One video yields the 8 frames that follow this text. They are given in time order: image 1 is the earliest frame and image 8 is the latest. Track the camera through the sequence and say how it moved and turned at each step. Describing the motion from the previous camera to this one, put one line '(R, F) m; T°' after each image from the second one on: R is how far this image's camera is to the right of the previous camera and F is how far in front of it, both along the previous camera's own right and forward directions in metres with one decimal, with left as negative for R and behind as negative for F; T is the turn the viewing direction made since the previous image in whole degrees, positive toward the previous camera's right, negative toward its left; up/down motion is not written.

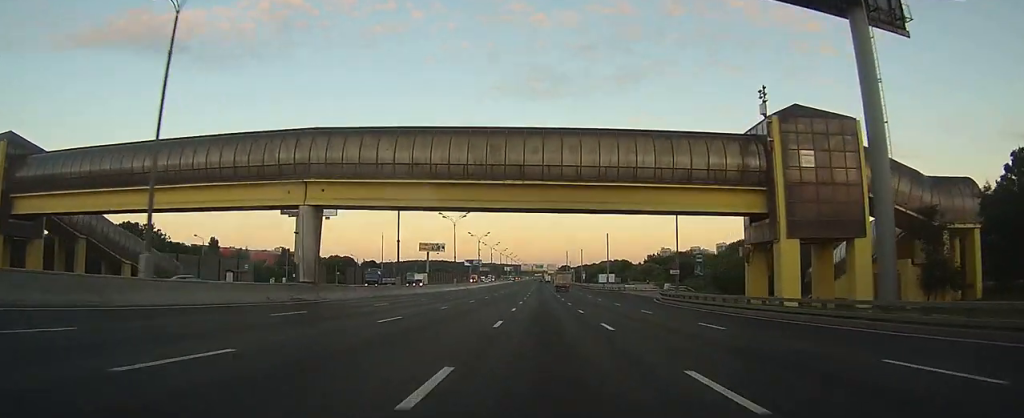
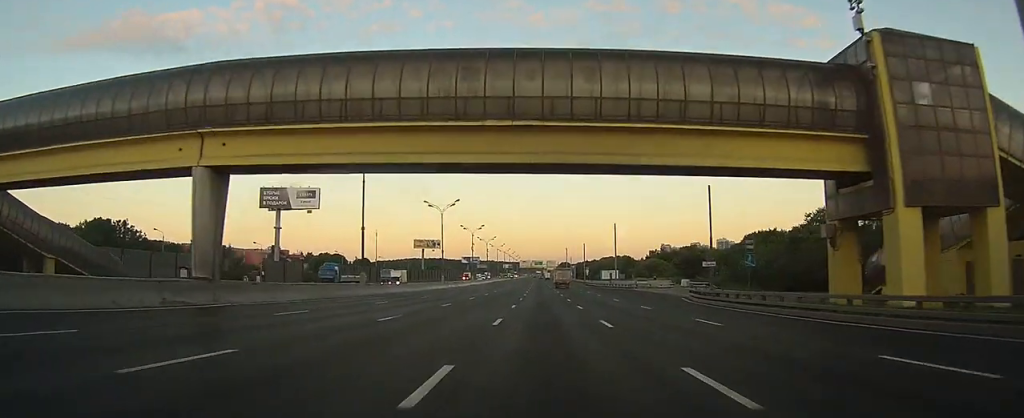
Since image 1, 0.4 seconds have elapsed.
(0.0, +12.0) m; 0°
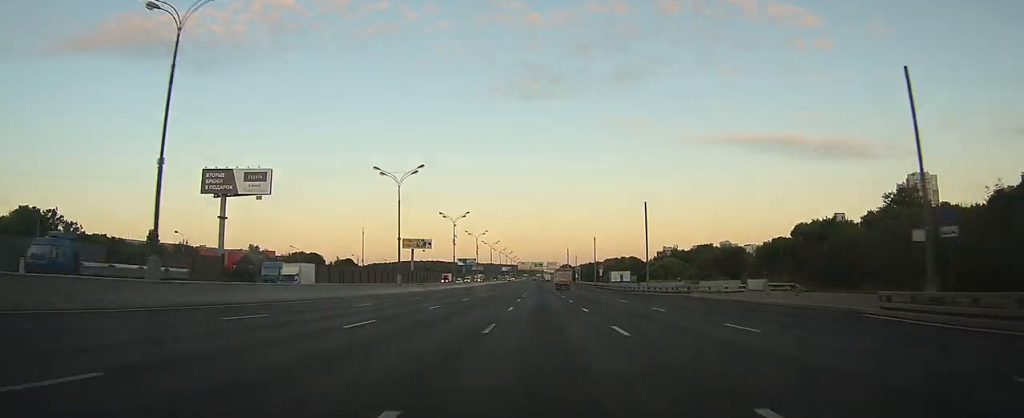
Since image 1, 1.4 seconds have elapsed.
(+0.1, +27.4) m; 0°
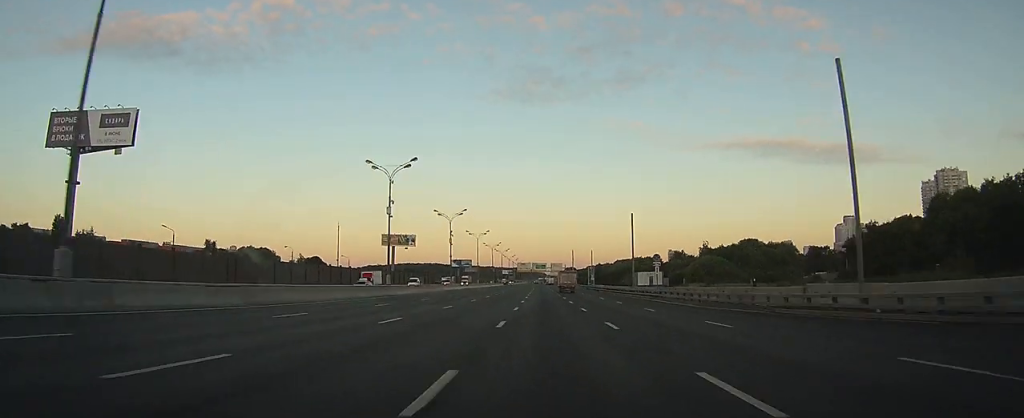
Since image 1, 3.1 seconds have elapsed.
(+0.1, +45.0) m; 0°
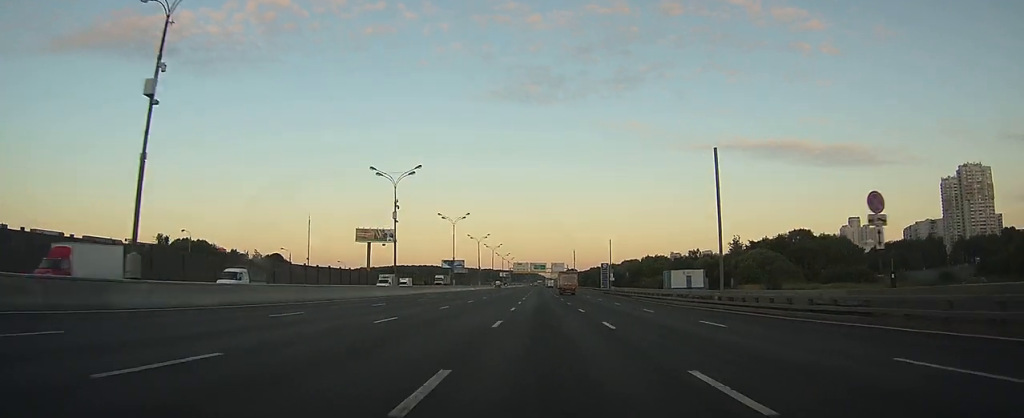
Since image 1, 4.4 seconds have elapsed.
(+0.1, +35.8) m; 0°
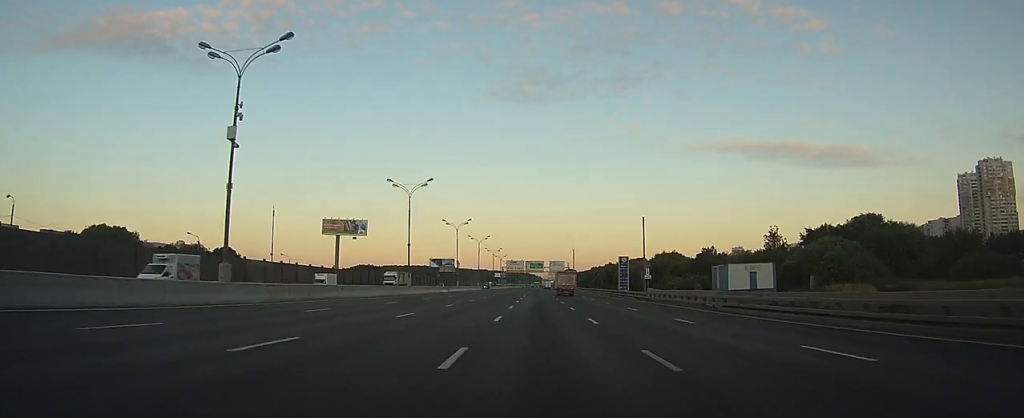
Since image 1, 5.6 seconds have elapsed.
(-0.1, +32.1) m; 0°
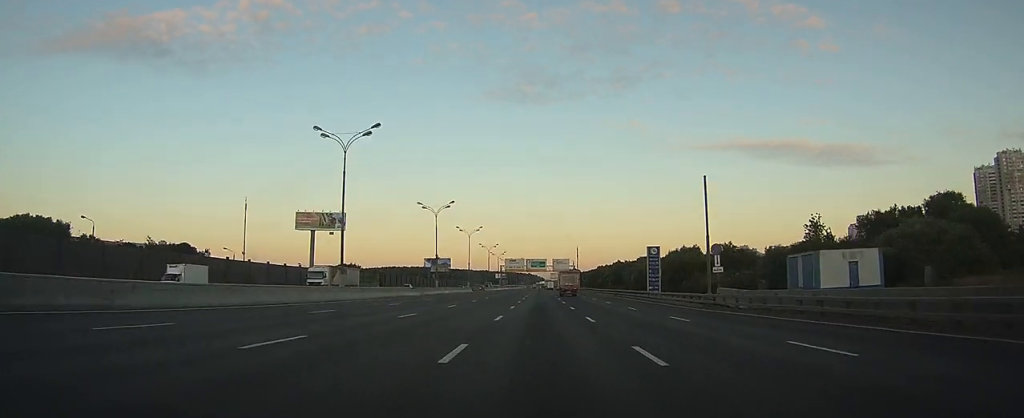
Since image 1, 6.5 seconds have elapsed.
(0.0, +23.1) m; 0°
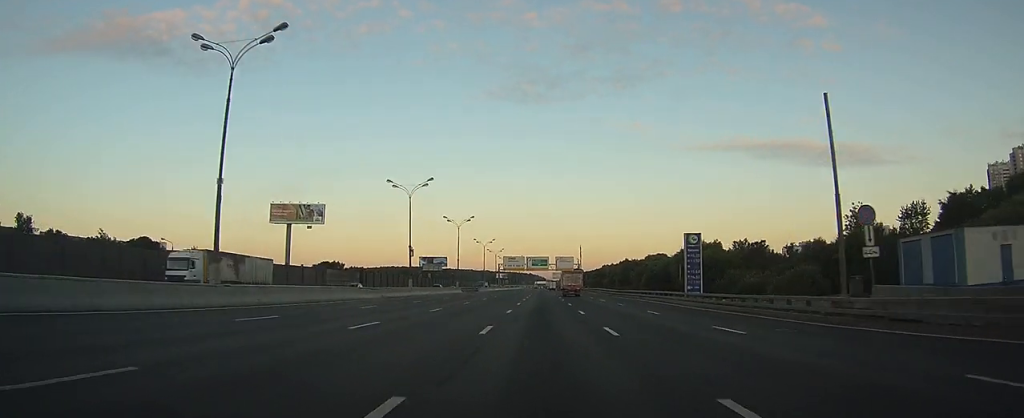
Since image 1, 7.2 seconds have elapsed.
(0.0, +17.6) m; 0°
